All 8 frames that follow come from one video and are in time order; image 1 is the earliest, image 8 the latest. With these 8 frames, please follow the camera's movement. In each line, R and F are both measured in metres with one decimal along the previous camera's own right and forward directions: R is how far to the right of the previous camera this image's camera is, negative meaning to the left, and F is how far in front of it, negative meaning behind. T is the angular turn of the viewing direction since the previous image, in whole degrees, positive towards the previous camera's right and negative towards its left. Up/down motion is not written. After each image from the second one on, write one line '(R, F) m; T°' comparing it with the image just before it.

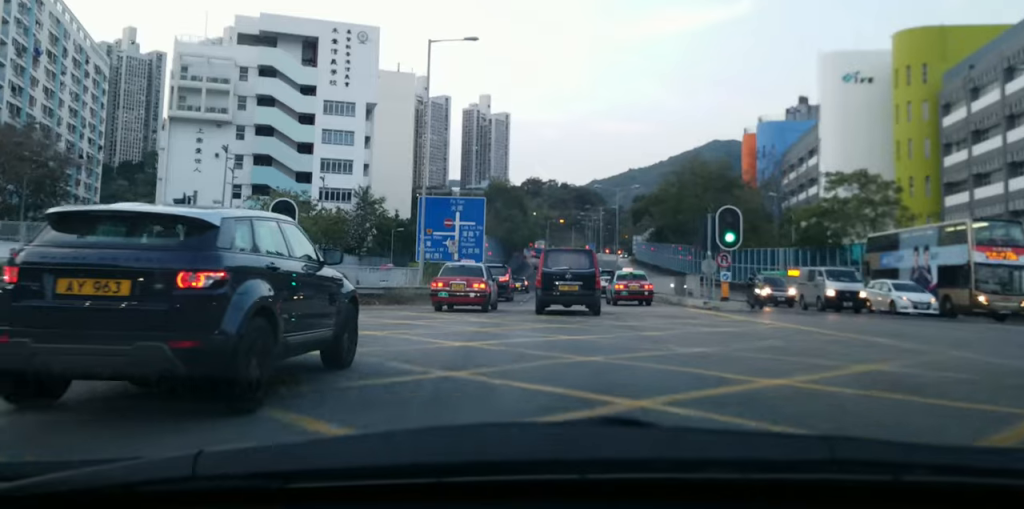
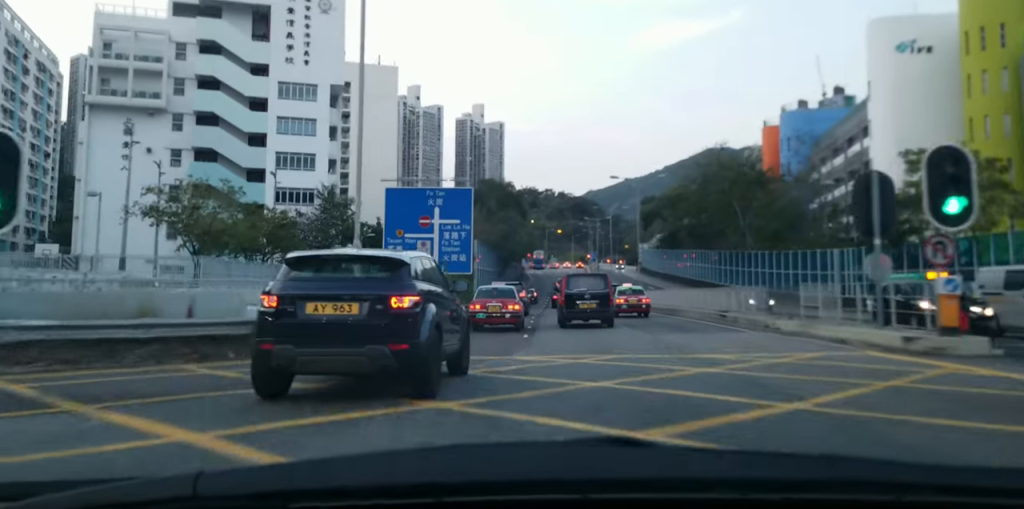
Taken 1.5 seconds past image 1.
(+0.2, +15.1) m; +2°
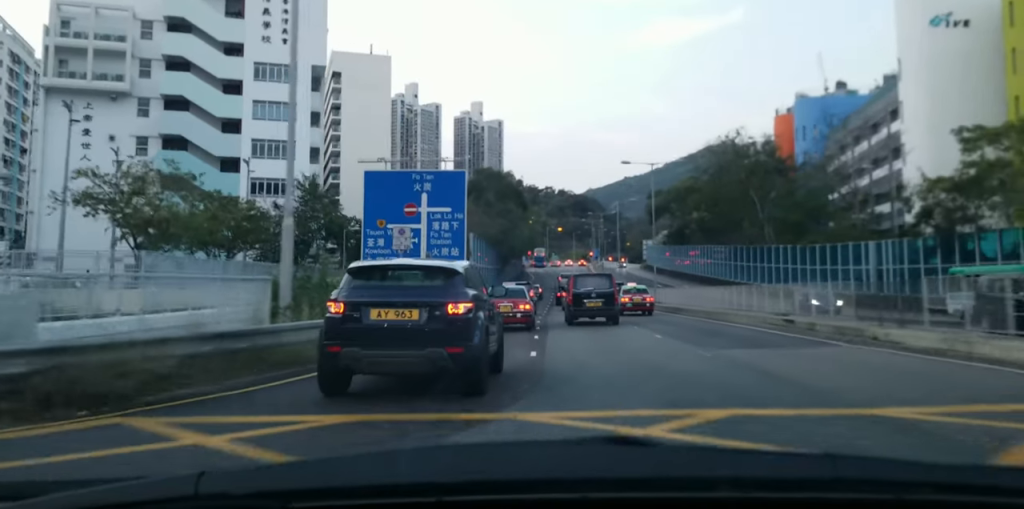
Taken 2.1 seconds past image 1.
(+0.1, +6.3) m; 0°
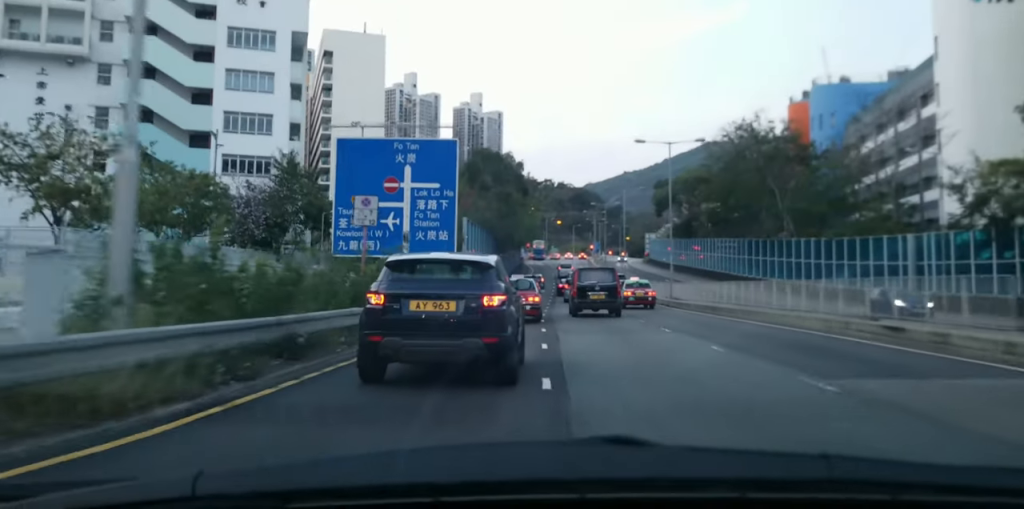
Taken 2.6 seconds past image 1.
(0.0, +5.9) m; -1°
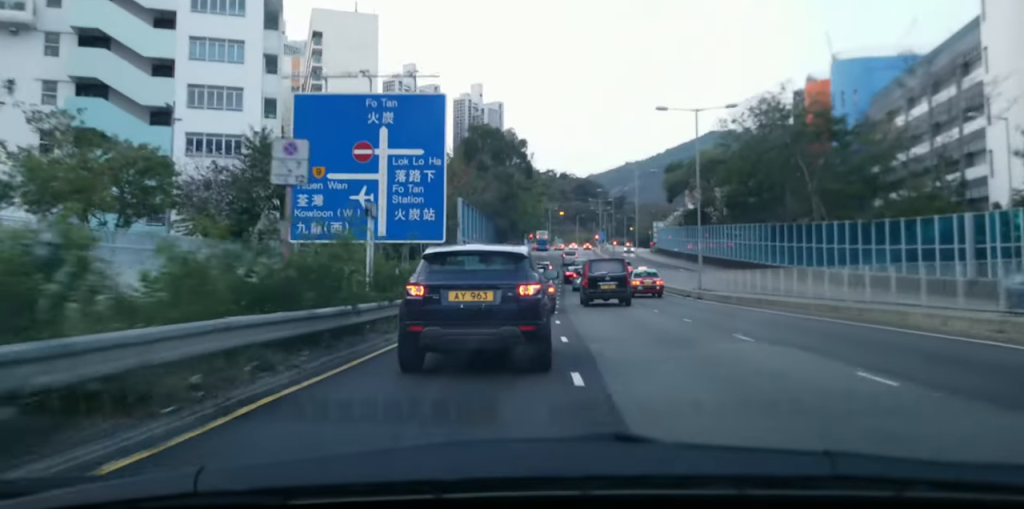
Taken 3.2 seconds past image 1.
(+0.1, +6.4) m; -2°
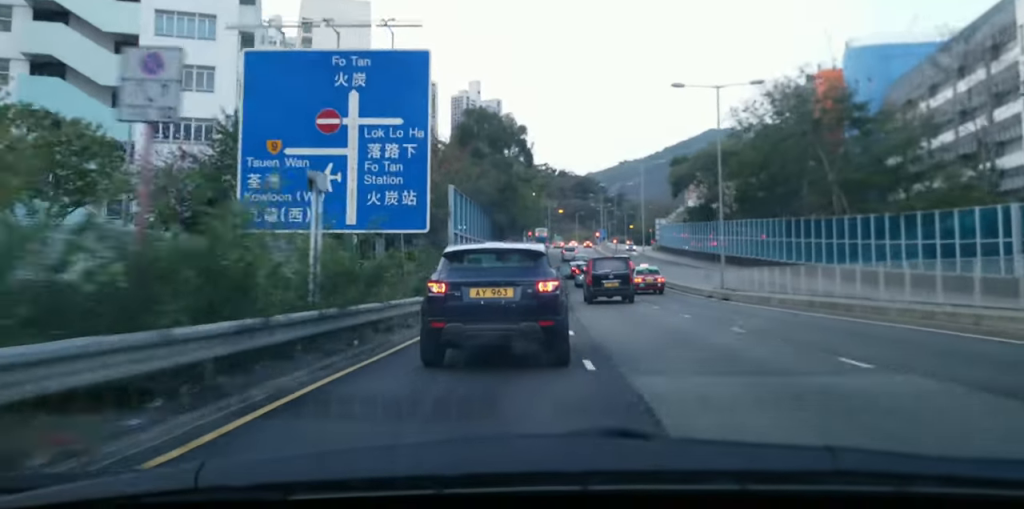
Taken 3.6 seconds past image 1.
(-0.2, +4.9) m; +1°
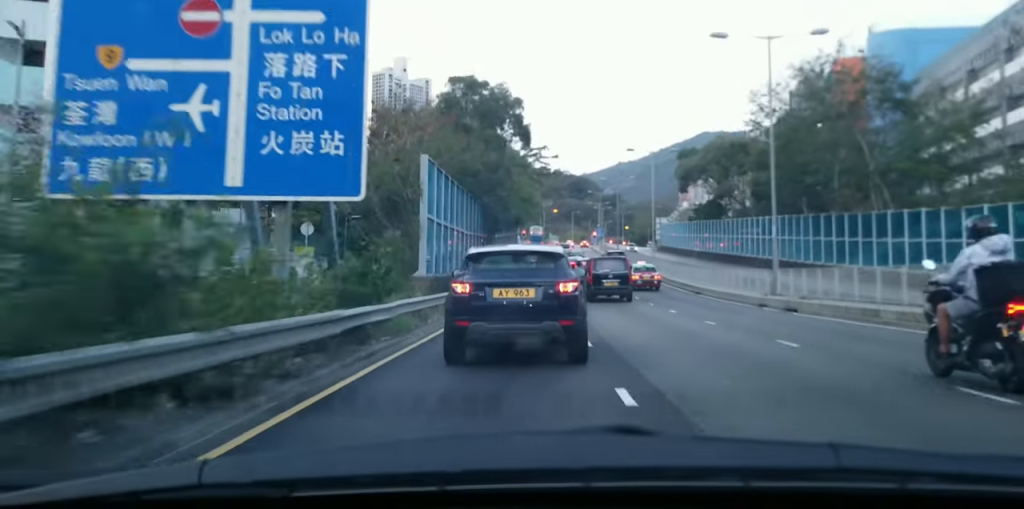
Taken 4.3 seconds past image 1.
(-0.2, +8.3) m; +1°
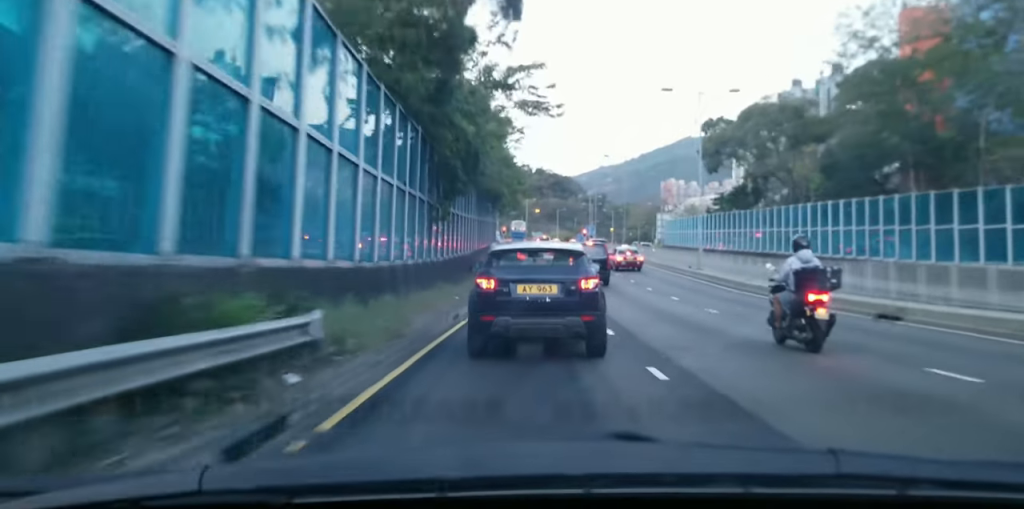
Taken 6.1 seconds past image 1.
(+0.8, +23.2) m; +1°
